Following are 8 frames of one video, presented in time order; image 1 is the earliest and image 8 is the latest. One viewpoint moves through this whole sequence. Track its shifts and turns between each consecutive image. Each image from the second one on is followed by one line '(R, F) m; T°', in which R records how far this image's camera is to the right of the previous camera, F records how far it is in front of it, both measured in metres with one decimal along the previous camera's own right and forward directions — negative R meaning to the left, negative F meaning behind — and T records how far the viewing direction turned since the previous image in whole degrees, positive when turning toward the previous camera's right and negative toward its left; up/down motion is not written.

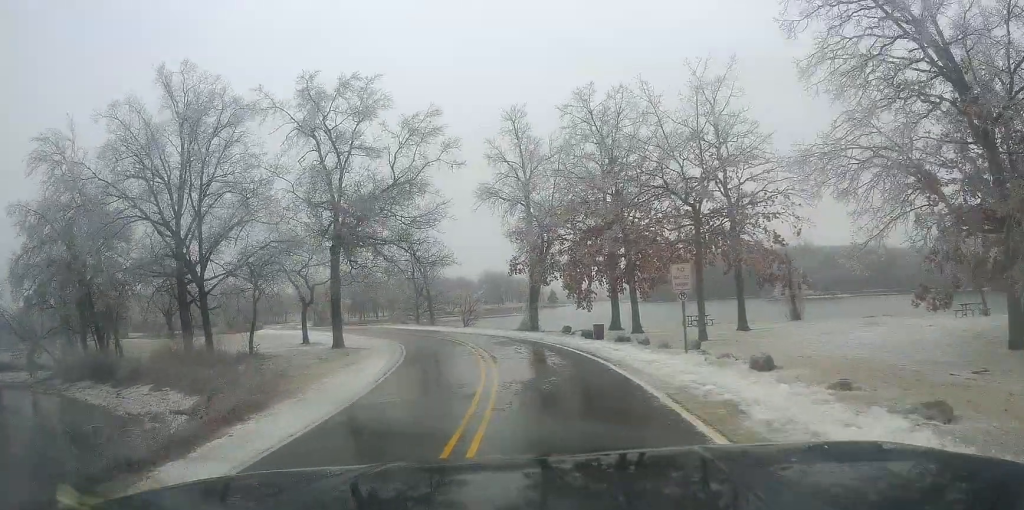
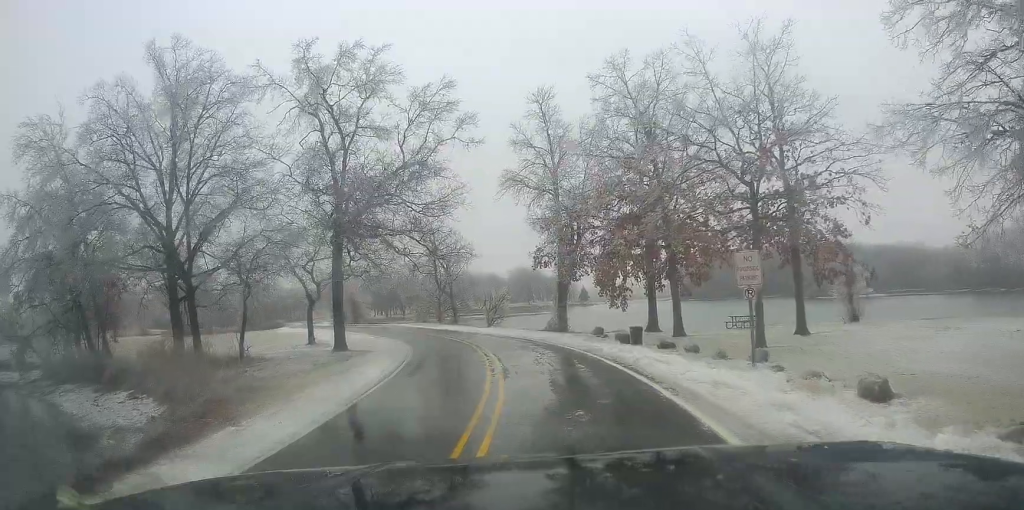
(0.0, +4.5) m; -1°
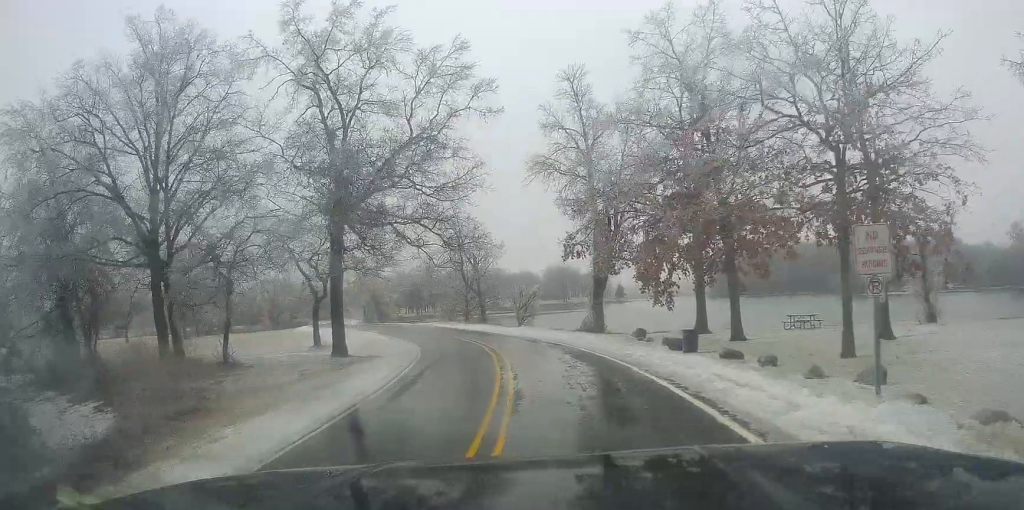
(-0.2, +5.0) m; -3°
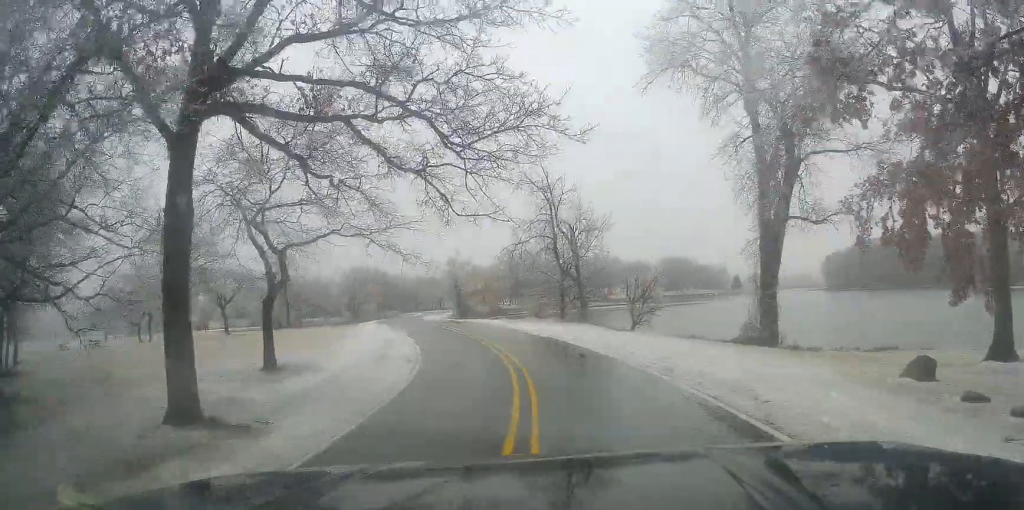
(-1.4, +19.5) m; -12°
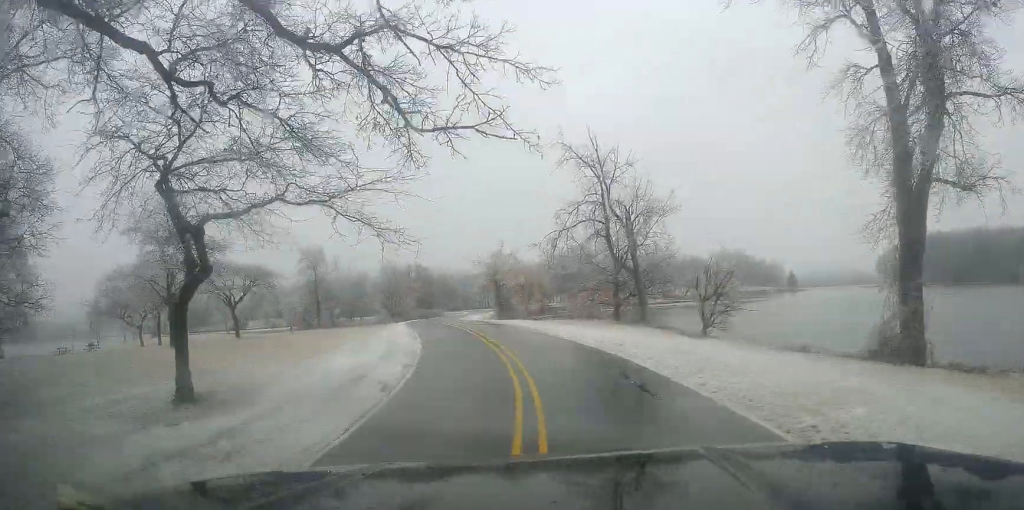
(-0.7, +8.3) m; -3°
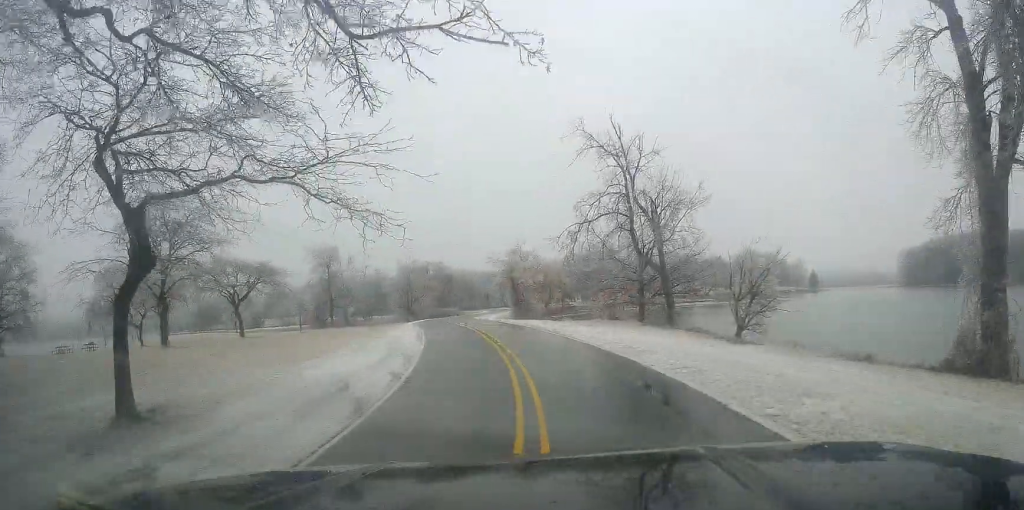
(+0.1, +3.2) m; +2°
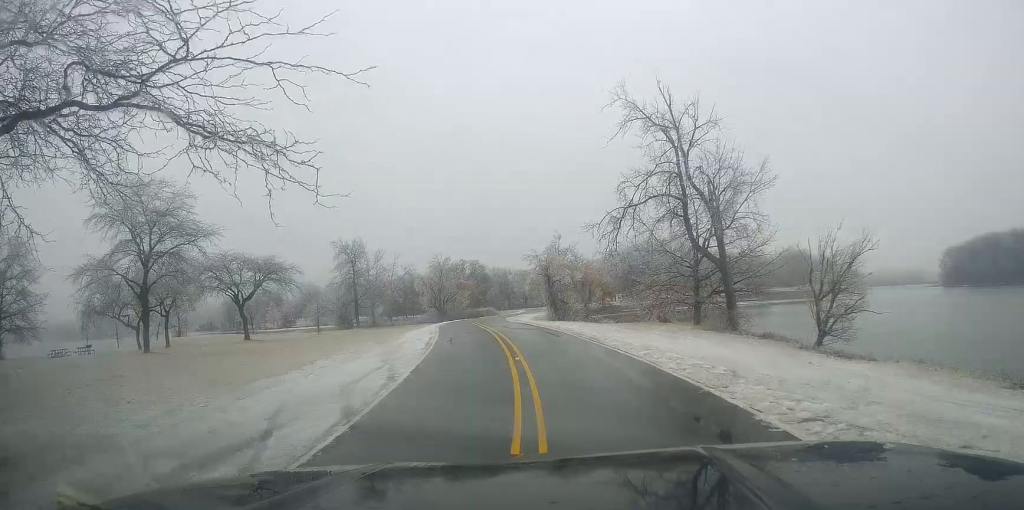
(+0.2, +6.2) m; -2°
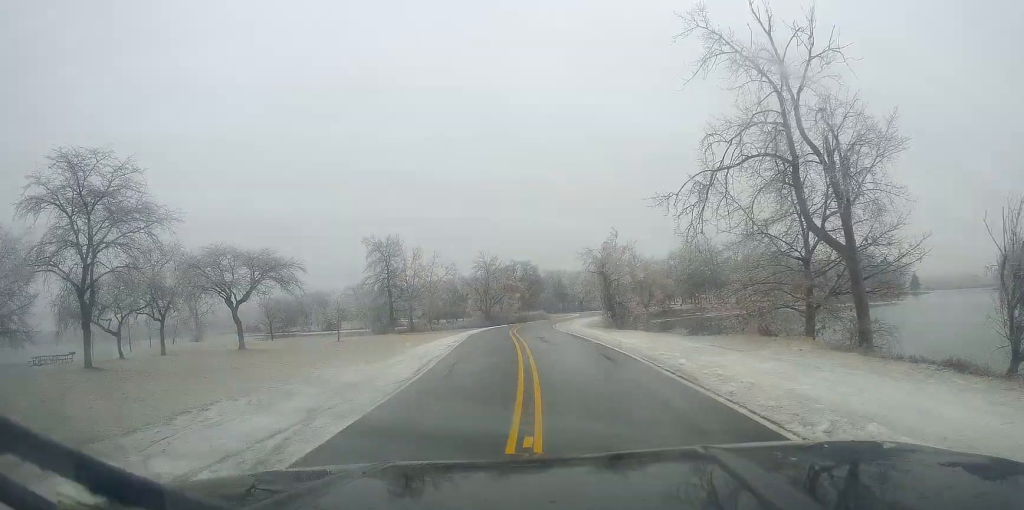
(-1.0, +9.6) m; -10°
